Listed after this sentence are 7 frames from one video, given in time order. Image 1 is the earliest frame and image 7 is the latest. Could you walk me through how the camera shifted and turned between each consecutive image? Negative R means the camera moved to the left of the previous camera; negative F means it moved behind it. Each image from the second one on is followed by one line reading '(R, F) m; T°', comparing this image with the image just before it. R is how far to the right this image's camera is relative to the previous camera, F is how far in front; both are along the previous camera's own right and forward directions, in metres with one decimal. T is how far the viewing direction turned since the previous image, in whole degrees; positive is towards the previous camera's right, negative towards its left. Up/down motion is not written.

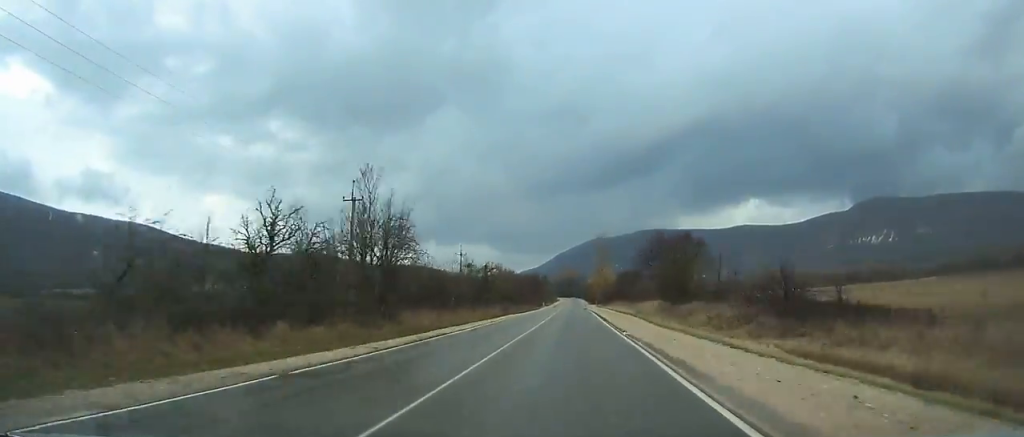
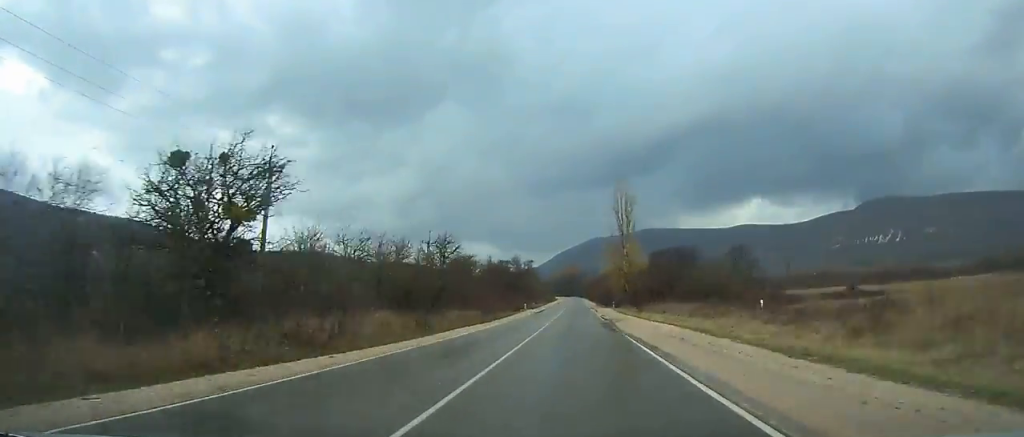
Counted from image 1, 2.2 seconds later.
(0.0, +53.2) m; 0°
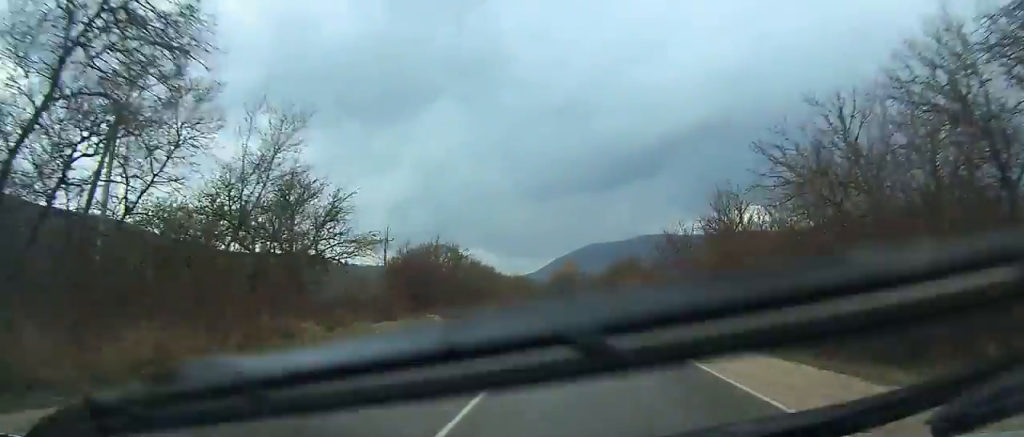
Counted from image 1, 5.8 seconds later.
(-0.2, +86.5) m; 0°
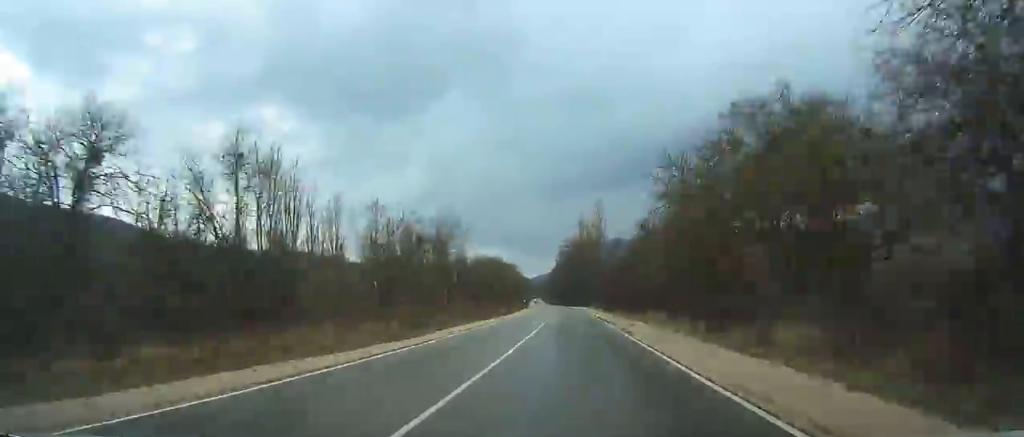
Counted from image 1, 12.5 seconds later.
(-1.3, +157.9) m; -2°
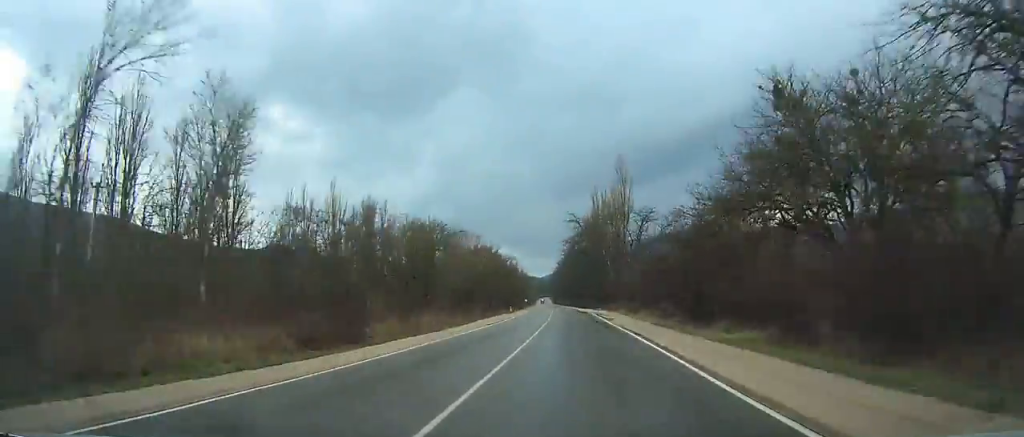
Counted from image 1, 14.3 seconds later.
(-0.4, +42.2) m; -1°
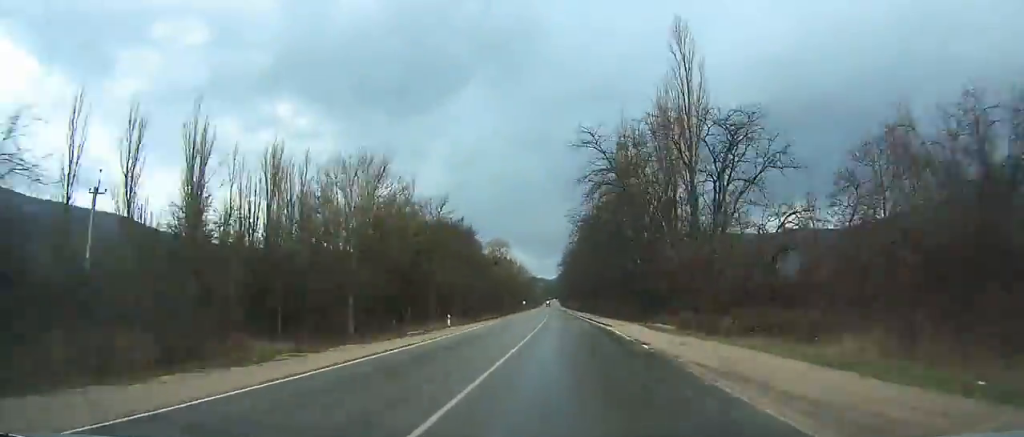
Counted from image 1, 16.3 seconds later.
(-0.5, +46.9) m; -1°
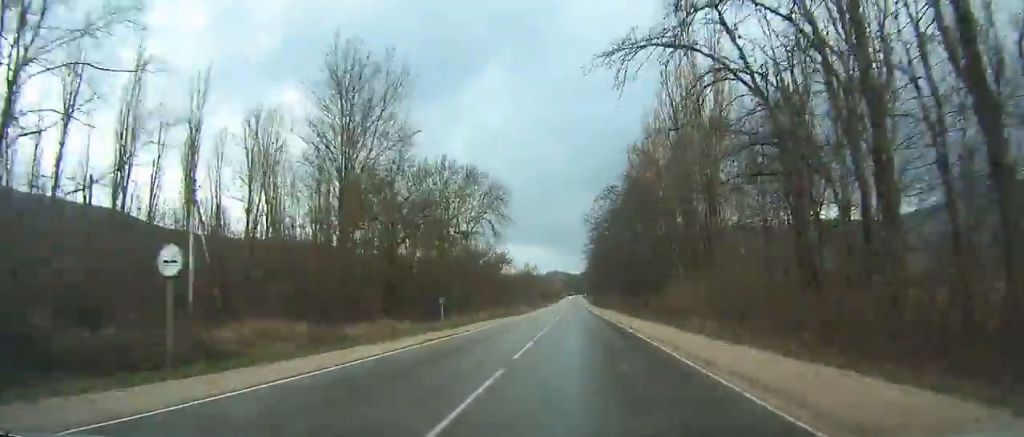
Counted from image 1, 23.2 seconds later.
(-1.7, +162.3) m; -1°
